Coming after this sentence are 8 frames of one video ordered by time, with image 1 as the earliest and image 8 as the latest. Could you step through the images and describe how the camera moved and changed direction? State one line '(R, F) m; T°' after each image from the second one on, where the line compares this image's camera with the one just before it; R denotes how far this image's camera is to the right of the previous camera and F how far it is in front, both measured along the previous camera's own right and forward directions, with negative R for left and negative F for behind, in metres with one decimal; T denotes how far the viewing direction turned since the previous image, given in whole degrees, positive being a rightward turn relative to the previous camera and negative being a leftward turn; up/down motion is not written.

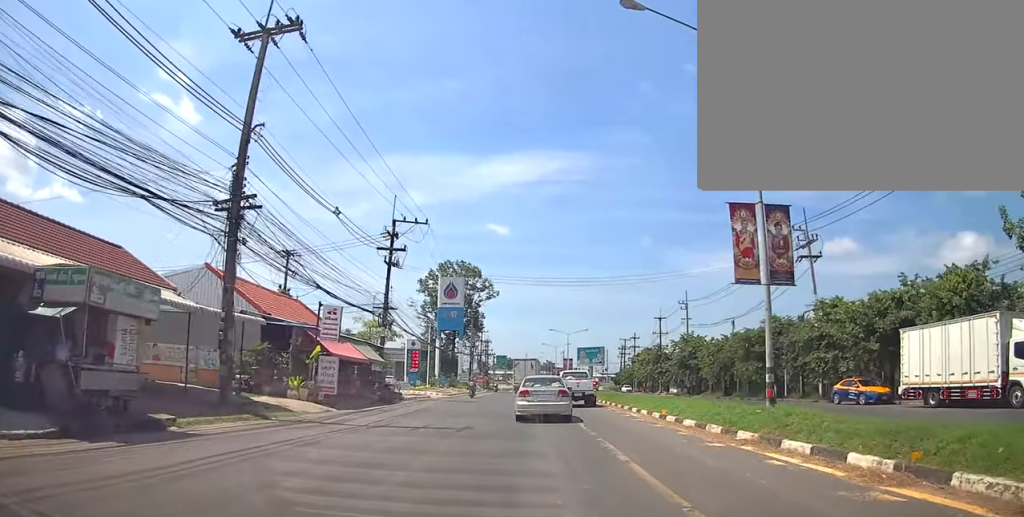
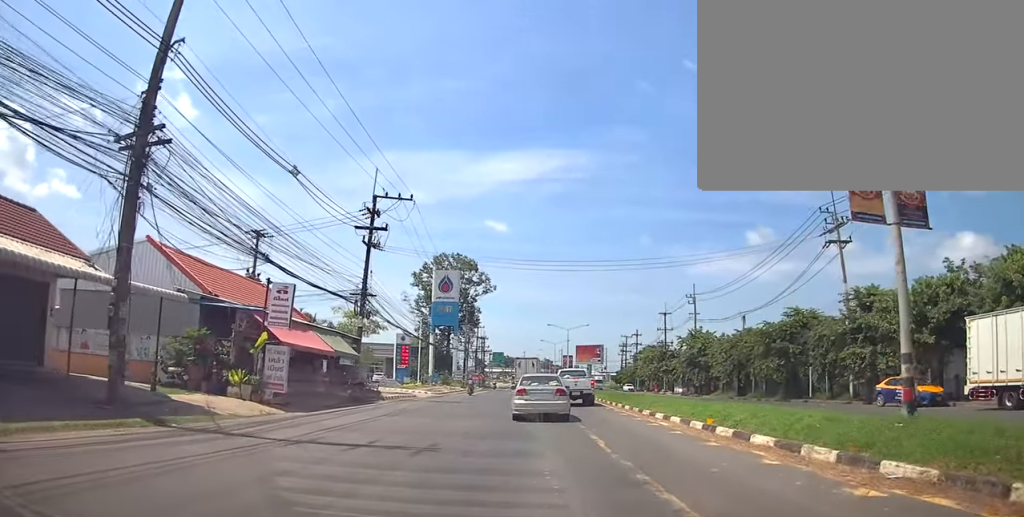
(+0.5, +4.8) m; 0°
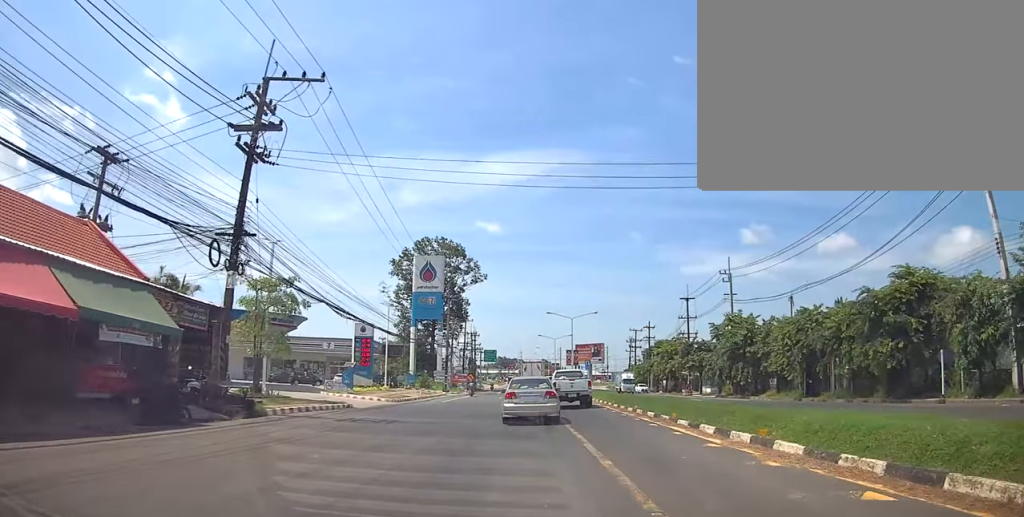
(0.0, +16.0) m; 0°
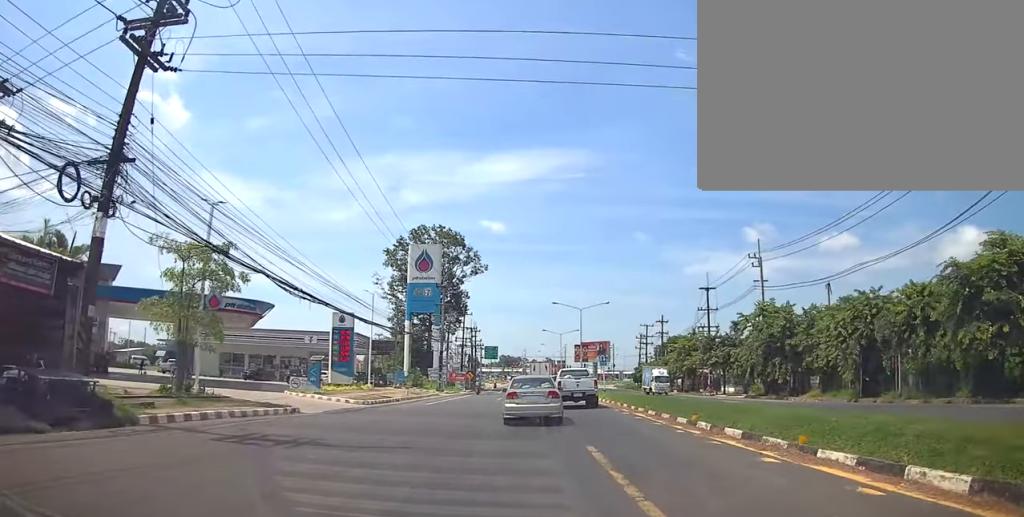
(-0.6, +7.3) m; -5°
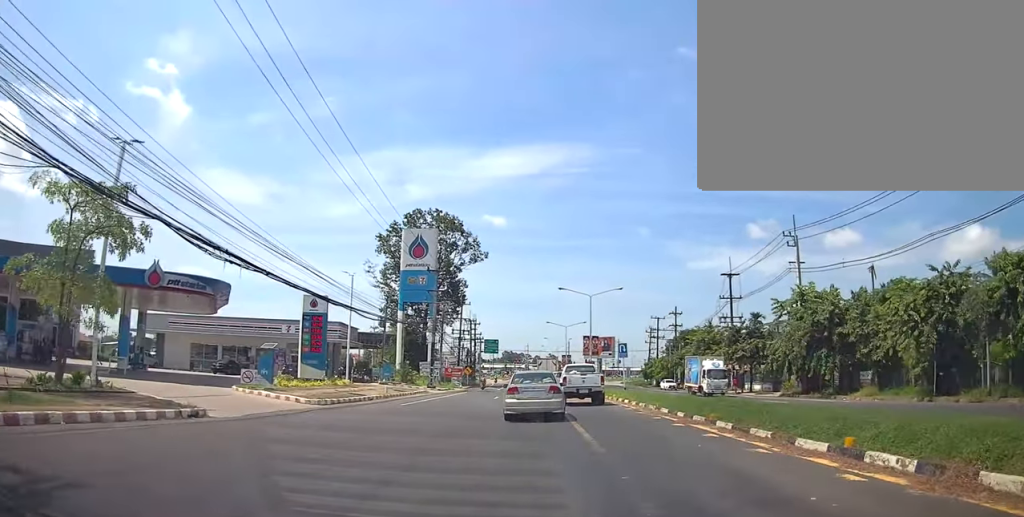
(-0.1, +7.0) m; +3°
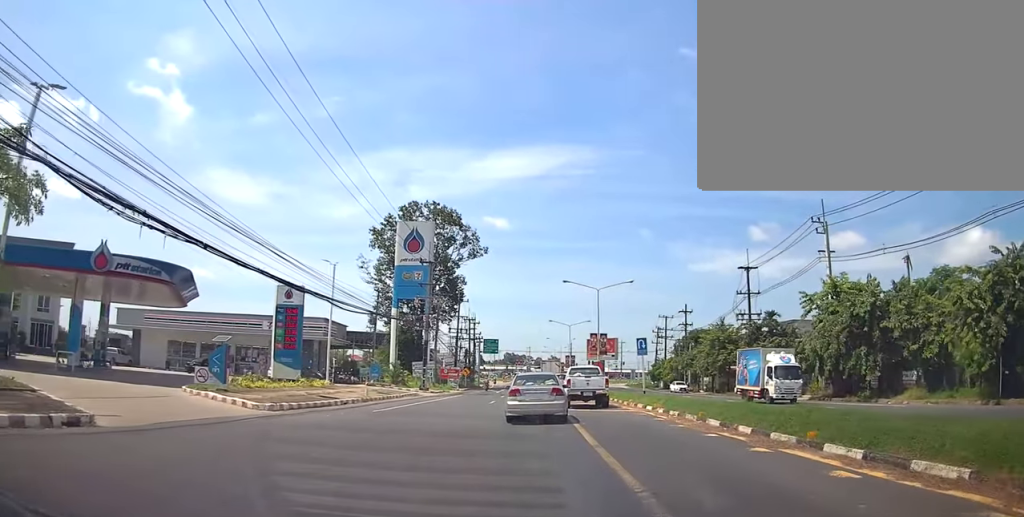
(+0.2, +4.8) m; +1°
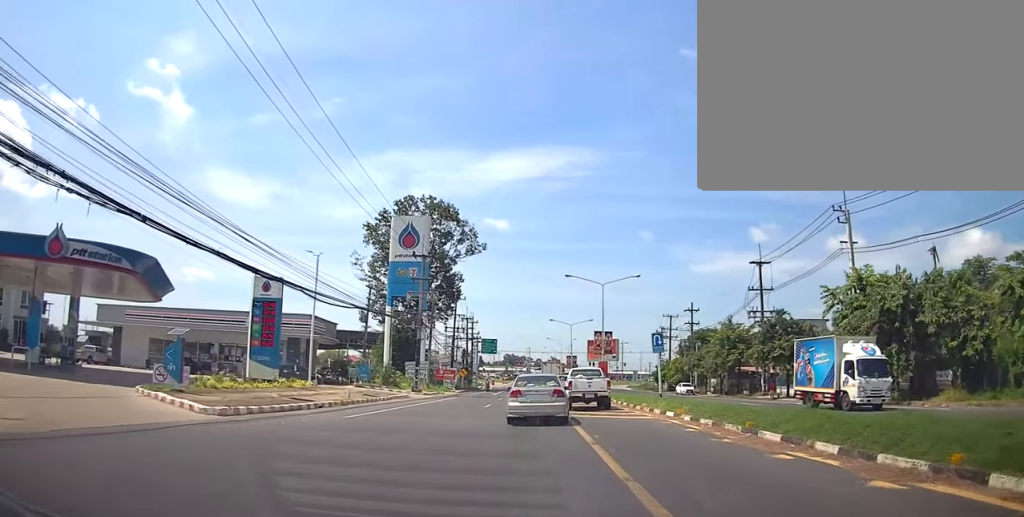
(+0.3, +3.3) m; 0°
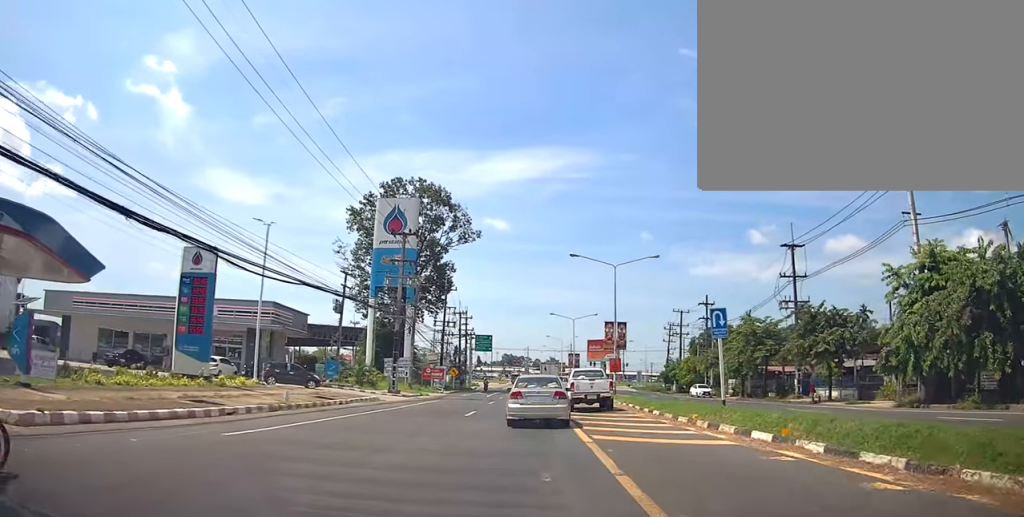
(-0.5, +7.4) m; 0°
